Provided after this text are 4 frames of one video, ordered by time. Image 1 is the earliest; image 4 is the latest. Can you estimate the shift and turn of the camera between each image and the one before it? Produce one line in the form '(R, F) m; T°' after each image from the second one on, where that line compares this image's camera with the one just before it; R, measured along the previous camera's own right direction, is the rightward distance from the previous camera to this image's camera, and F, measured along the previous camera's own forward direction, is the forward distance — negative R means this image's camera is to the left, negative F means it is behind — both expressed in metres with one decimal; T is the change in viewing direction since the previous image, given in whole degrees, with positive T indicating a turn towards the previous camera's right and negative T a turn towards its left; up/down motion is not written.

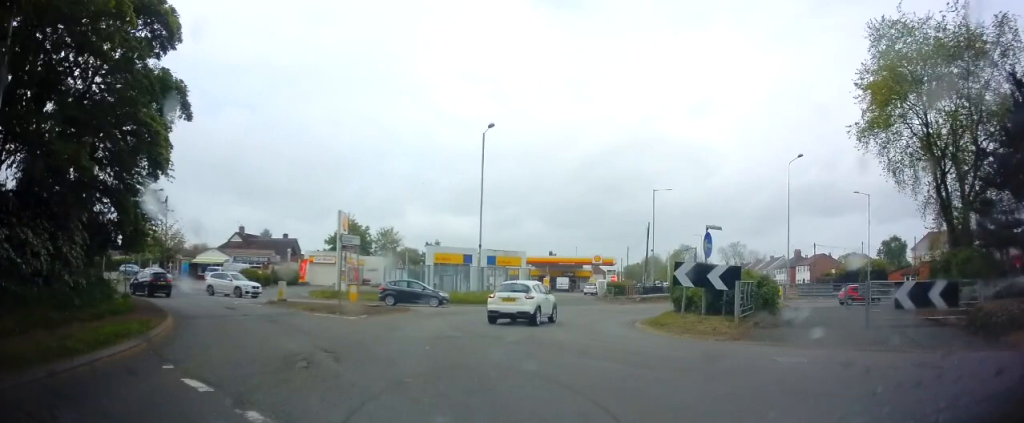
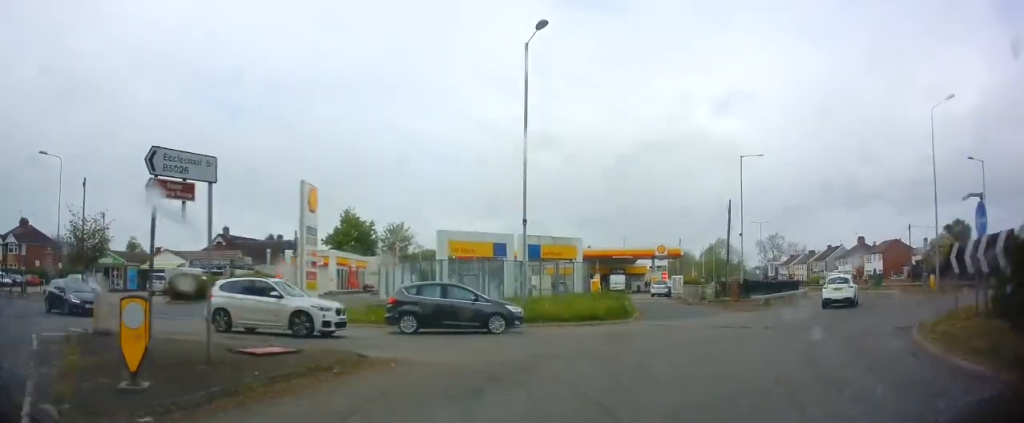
(-2.0, +15.7) m; -1°
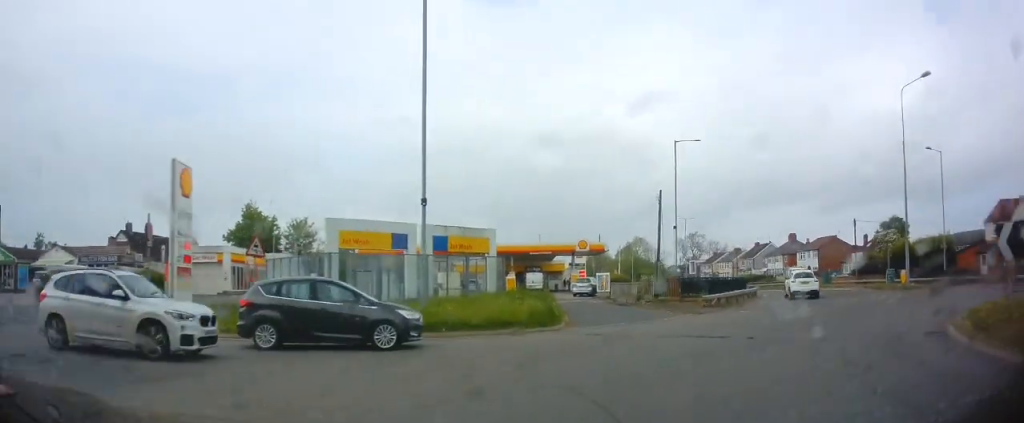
(+0.3, +5.0) m; +10°
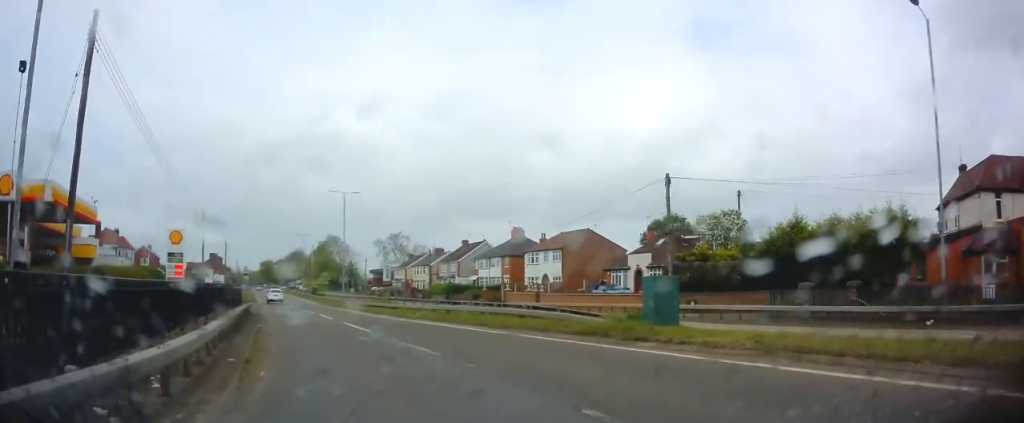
(+14.7, +32.7) m; +21°
